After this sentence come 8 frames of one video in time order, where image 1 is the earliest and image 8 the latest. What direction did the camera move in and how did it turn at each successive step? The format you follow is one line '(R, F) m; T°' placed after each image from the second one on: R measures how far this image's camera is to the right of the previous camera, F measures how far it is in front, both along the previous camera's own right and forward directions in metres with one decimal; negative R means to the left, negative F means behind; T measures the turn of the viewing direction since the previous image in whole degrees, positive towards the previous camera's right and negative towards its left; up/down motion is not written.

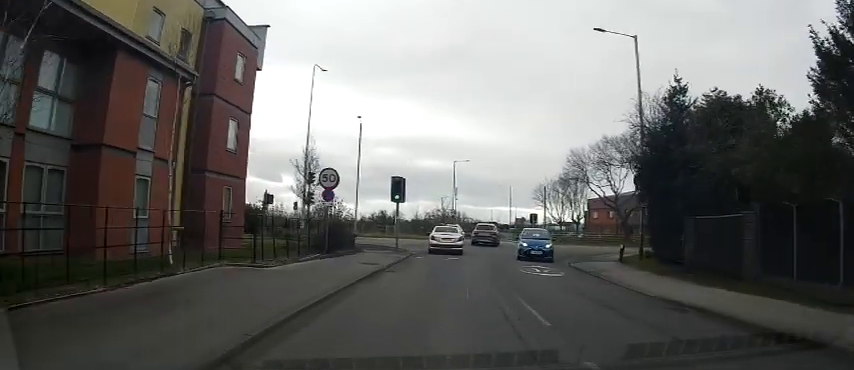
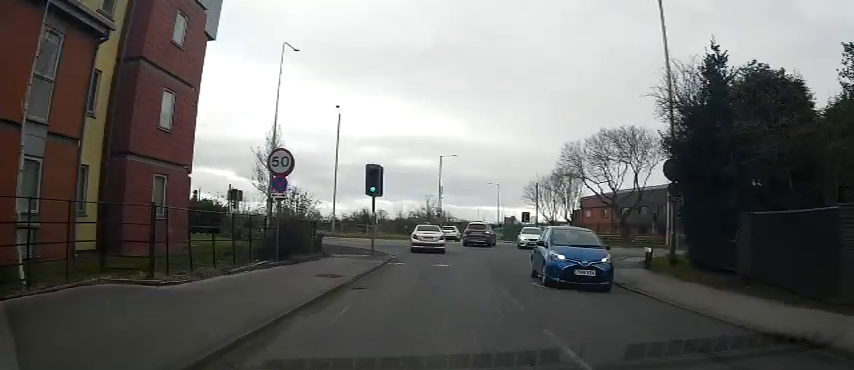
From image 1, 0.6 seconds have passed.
(+0.1, +4.9) m; +2°
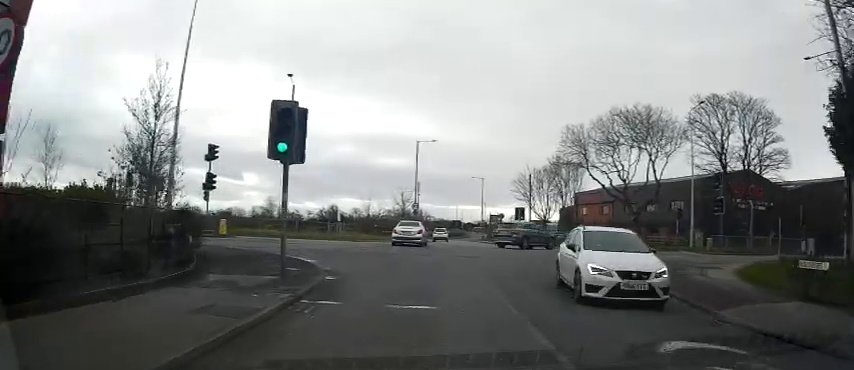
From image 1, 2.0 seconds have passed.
(+0.1, +10.0) m; +1°
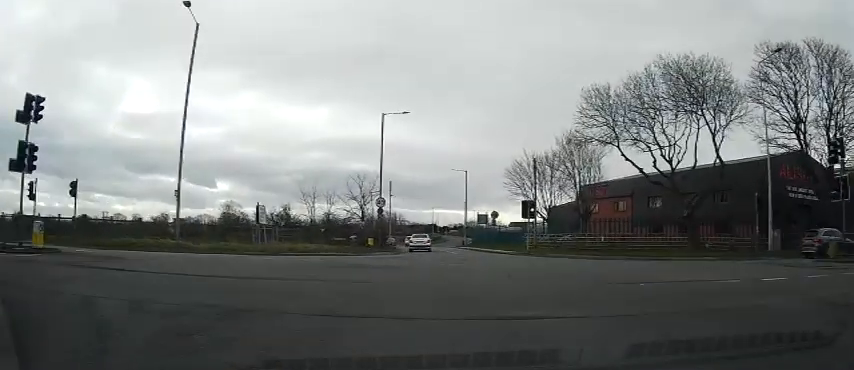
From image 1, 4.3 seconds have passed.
(+0.7, +14.1) m; +9°
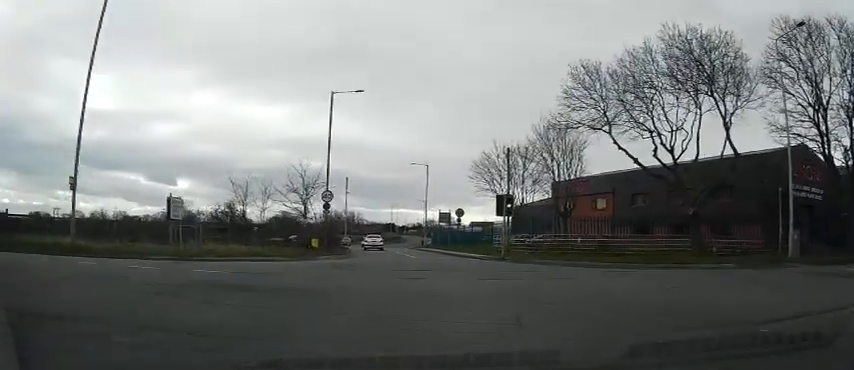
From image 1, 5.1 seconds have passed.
(+0.3, +5.5) m; +10°
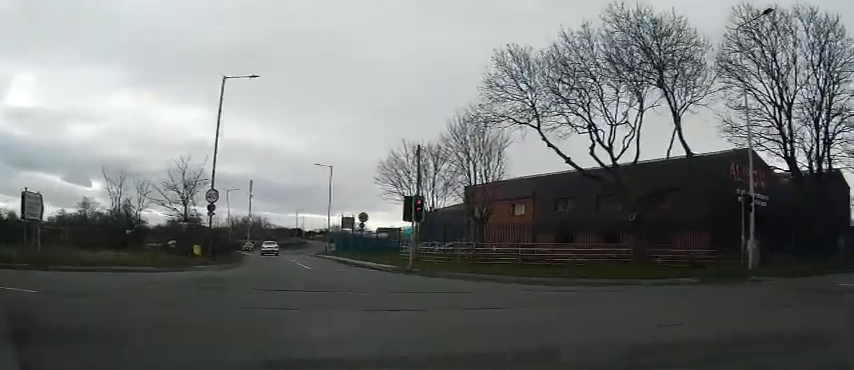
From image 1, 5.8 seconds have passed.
(+0.1, +3.8) m; +10°
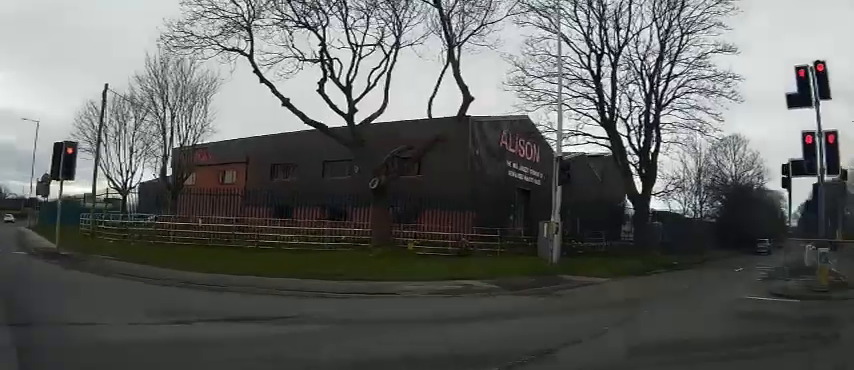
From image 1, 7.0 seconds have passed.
(+1.7, +7.5) m; +23°
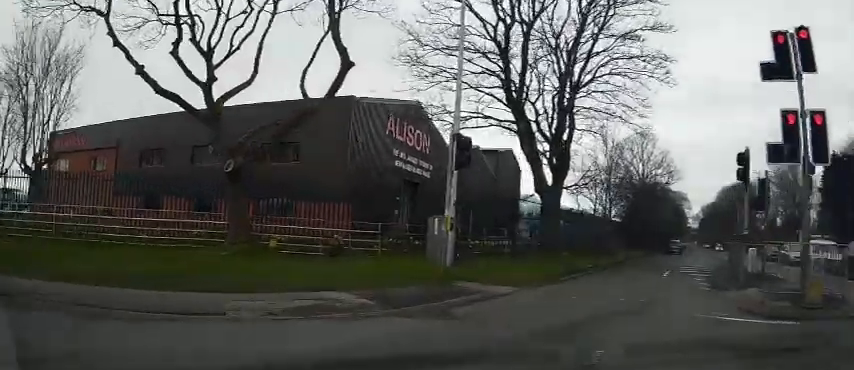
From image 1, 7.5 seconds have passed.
(0.0, +3.2) m; +9°
